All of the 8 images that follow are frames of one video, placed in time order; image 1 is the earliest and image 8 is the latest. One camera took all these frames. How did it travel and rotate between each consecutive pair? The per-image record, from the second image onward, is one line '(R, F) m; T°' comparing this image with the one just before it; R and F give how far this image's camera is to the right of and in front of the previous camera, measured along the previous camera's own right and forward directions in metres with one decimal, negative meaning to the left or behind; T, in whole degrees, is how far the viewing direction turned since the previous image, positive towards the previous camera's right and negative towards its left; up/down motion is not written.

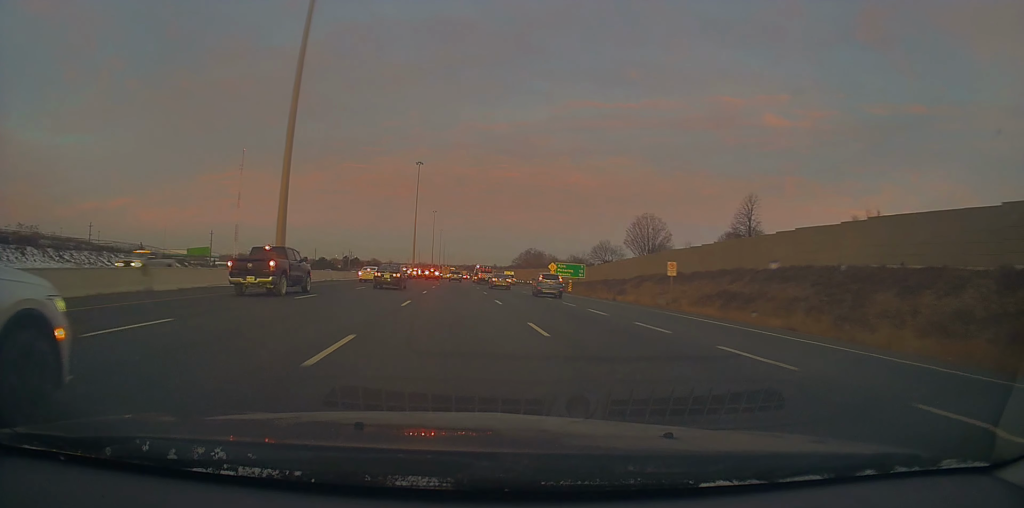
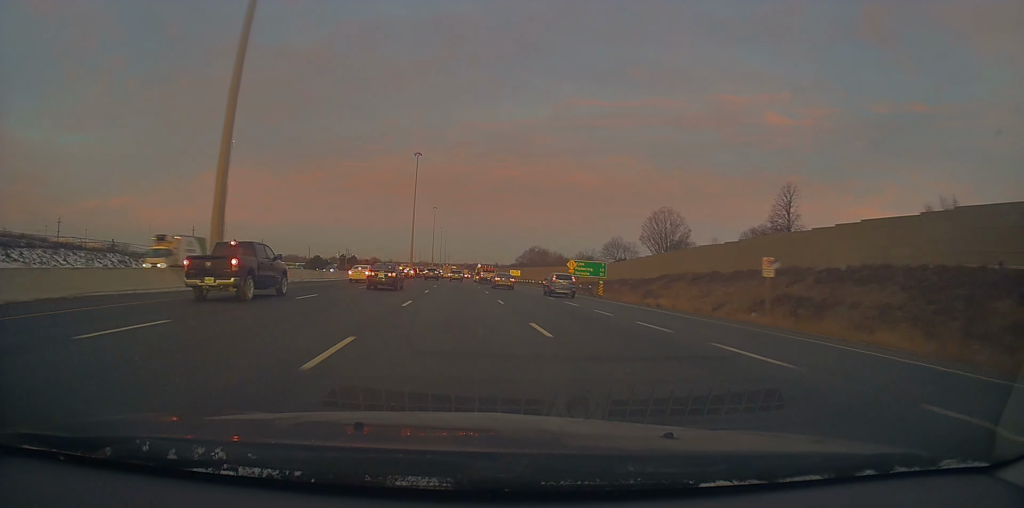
(+0.4, +12.5) m; 0°
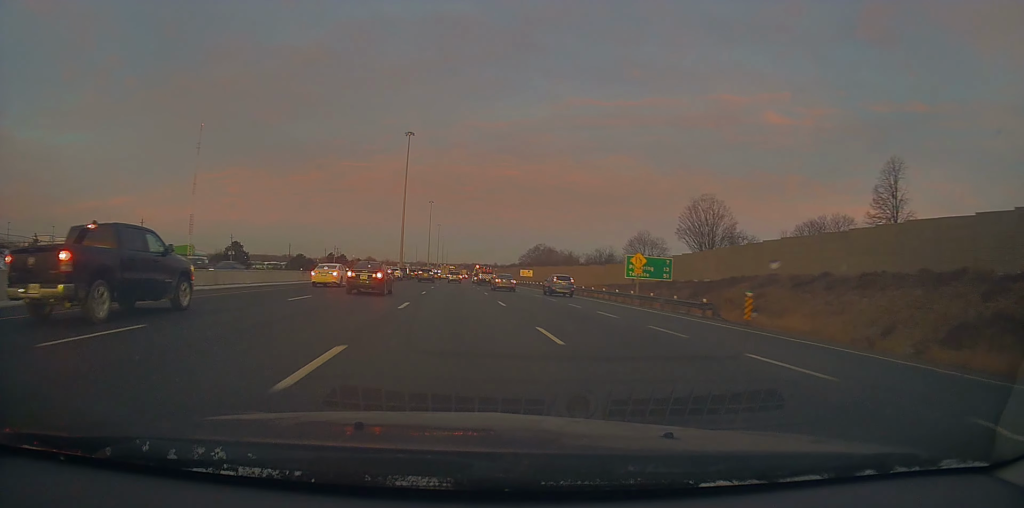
(-0.5, +26.8) m; -1°
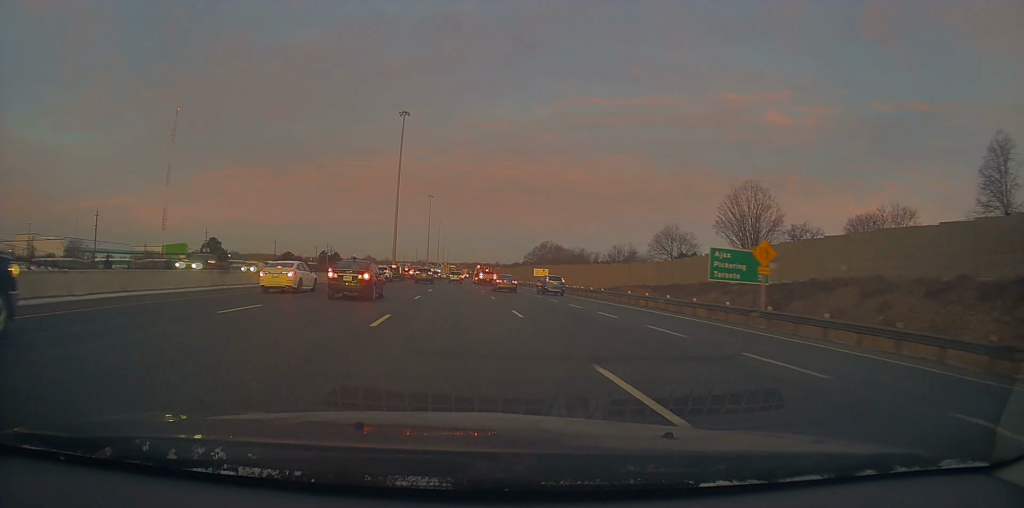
(+0.1, +18.8) m; 0°
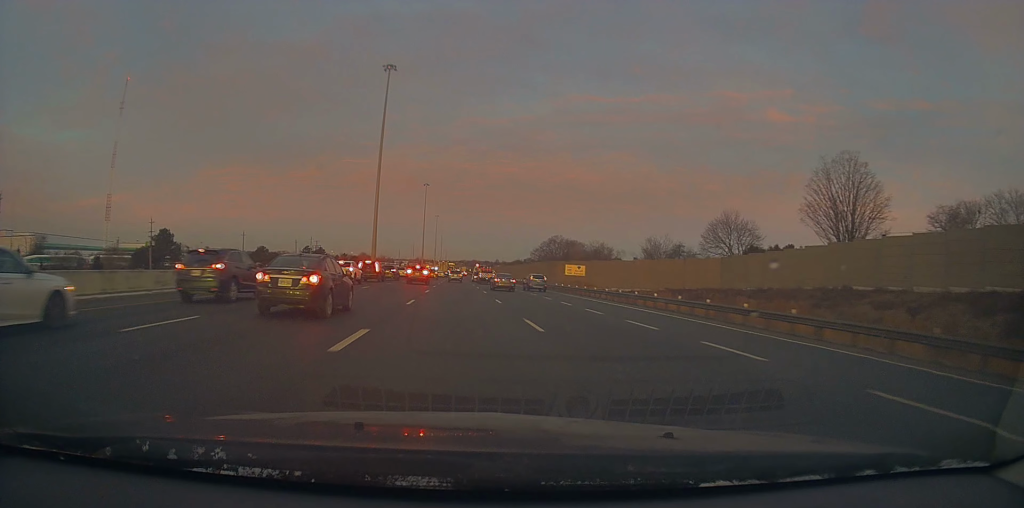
(+0.1, +28.5) m; +1°
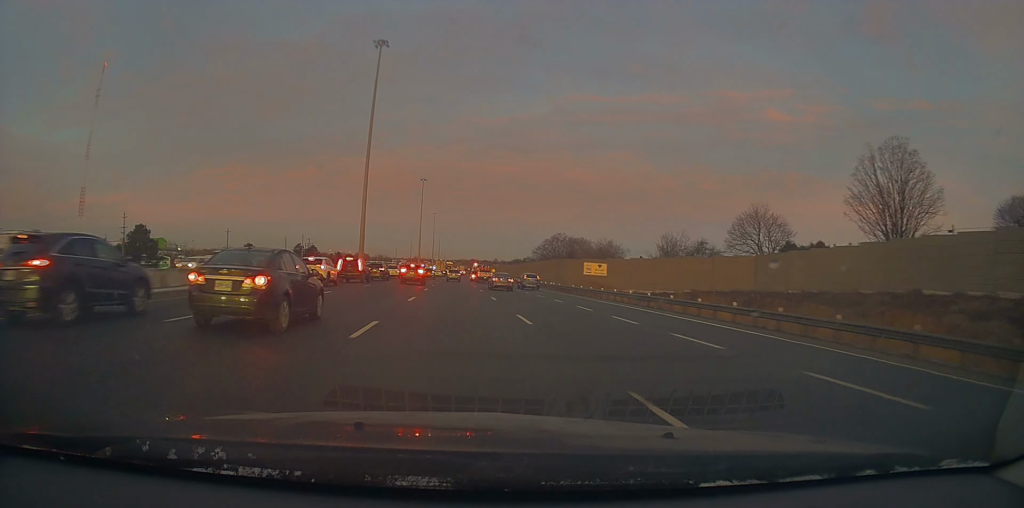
(+0.1, +10.6) m; +1°
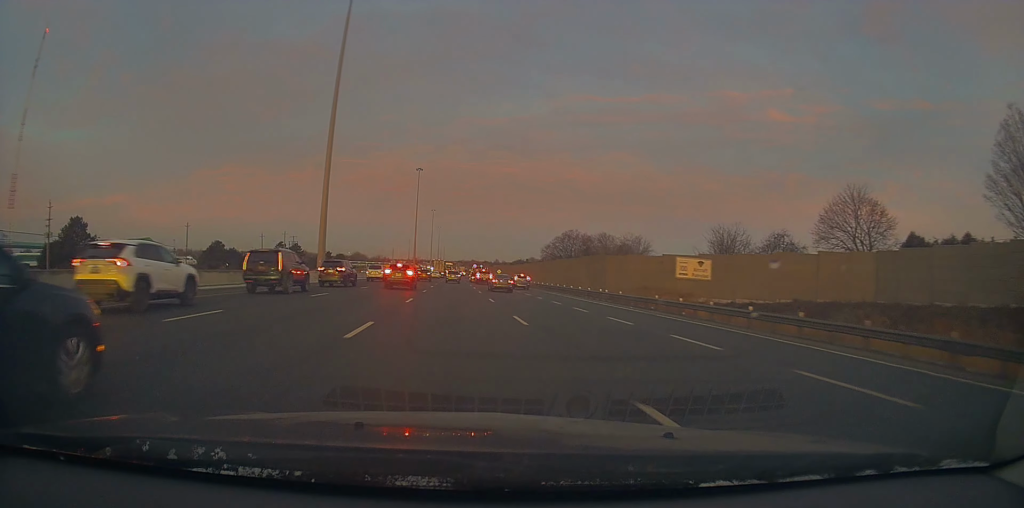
(0.0, +24.1) m; -1°
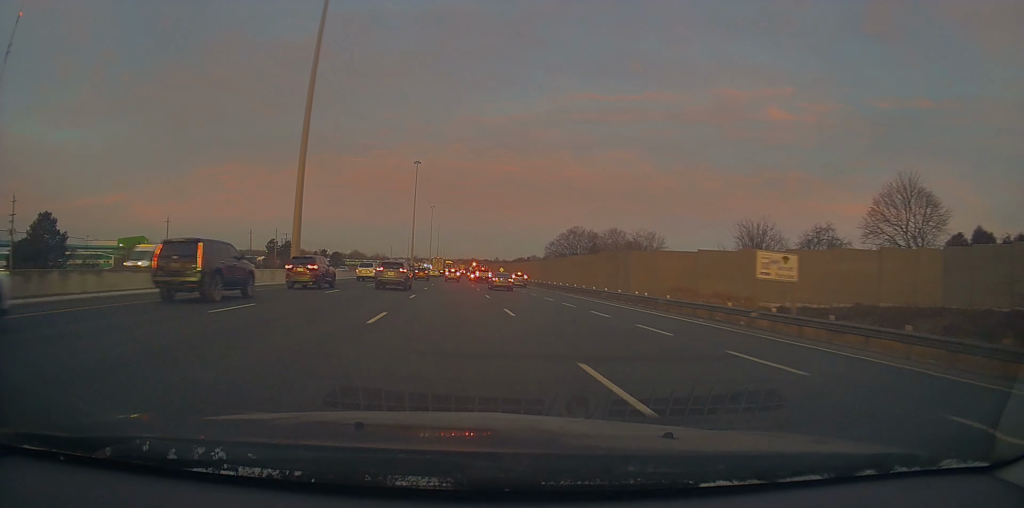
(-0.1, +9.5) m; -1°
